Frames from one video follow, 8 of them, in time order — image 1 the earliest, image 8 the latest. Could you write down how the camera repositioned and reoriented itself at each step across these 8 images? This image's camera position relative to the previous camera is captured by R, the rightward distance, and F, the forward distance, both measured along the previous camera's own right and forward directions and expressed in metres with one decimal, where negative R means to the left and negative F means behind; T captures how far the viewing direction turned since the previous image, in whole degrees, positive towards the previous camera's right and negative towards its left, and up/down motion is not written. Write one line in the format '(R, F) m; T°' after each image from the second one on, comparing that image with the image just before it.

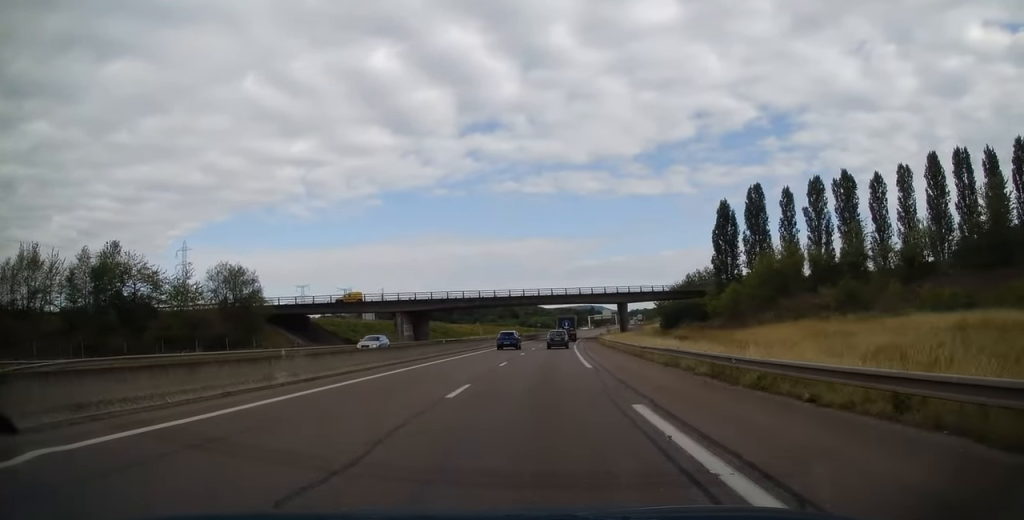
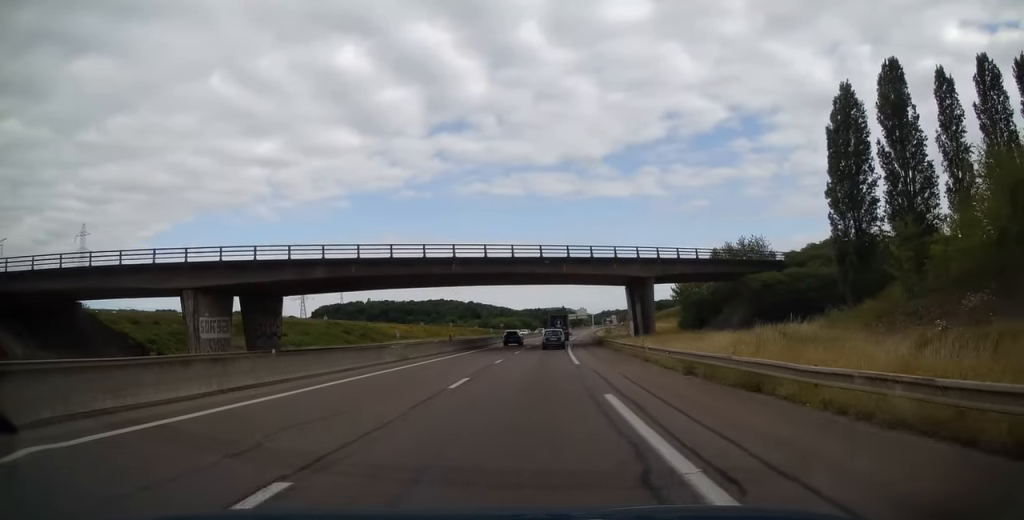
(+1.5, +49.8) m; +4°
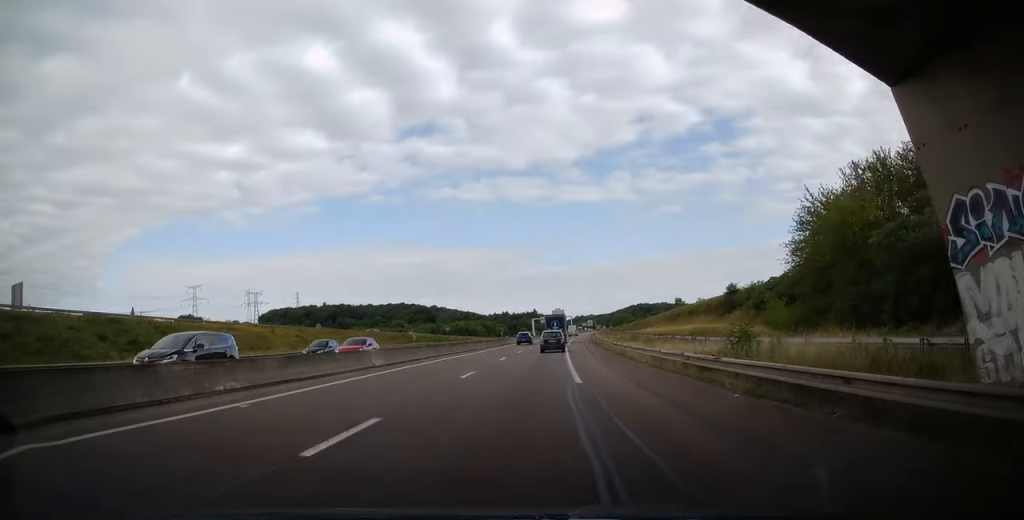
(+1.5, +60.9) m; +3°
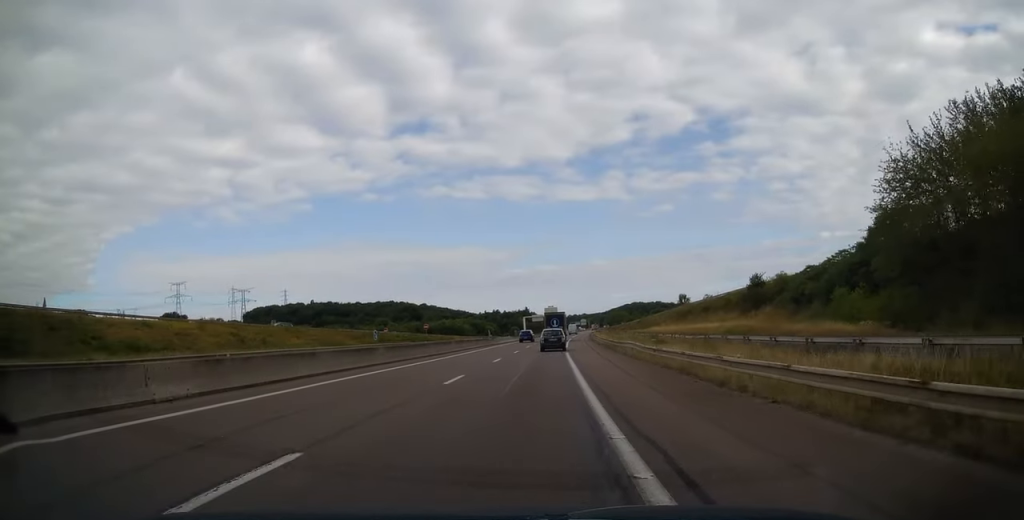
(+0.1, +16.4) m; +1°
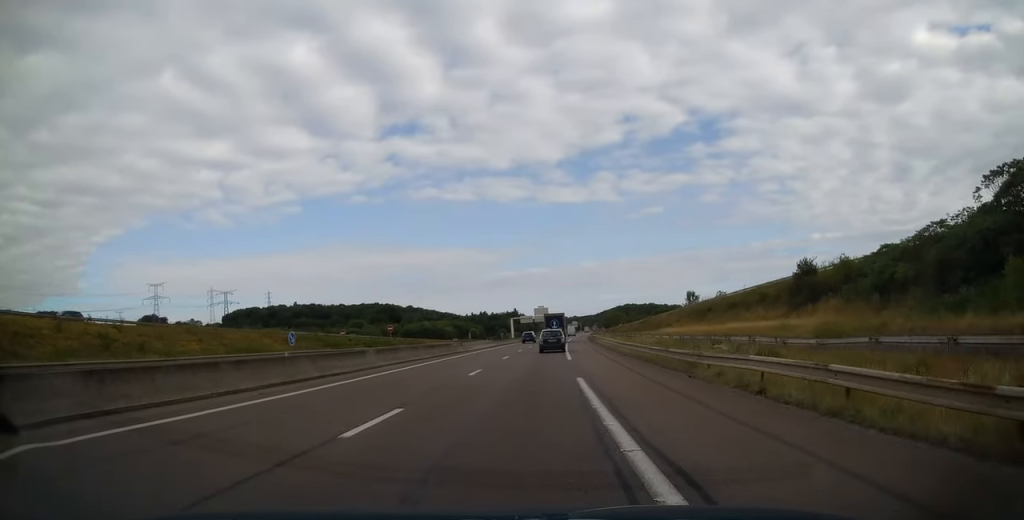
(+0.1, +21.4) m; +1°
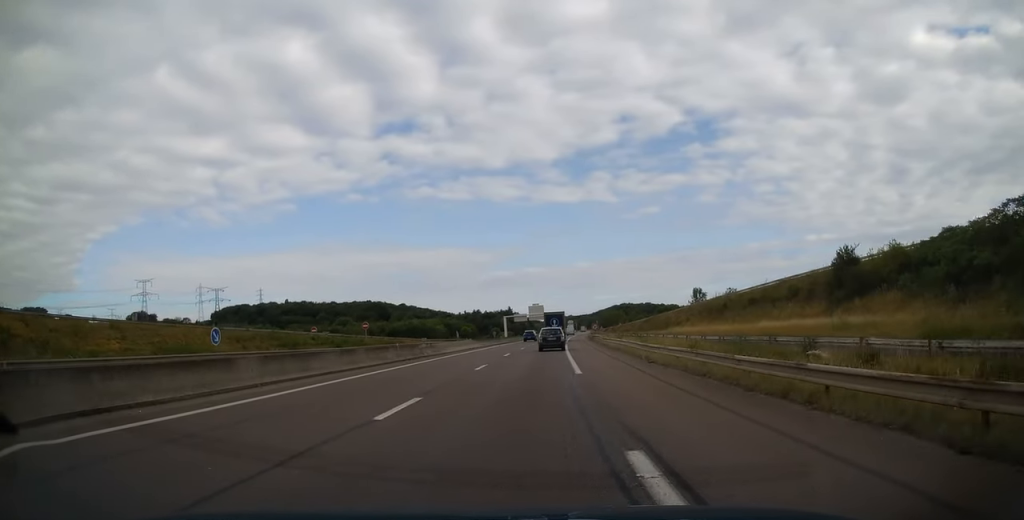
(0.0, +11.5) m; 0°
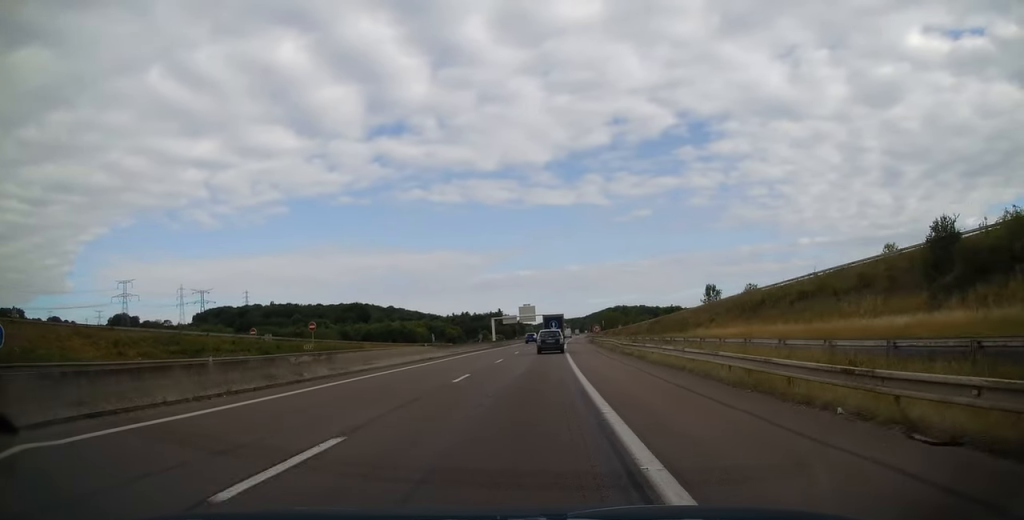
(+0.1, +18.2) m; +1°
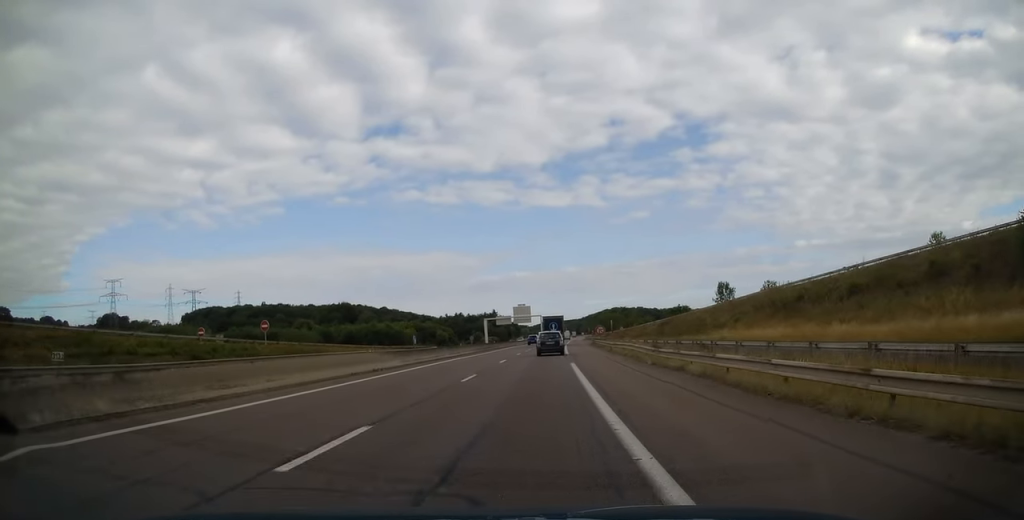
(0.0, +11.8) m; 0°
